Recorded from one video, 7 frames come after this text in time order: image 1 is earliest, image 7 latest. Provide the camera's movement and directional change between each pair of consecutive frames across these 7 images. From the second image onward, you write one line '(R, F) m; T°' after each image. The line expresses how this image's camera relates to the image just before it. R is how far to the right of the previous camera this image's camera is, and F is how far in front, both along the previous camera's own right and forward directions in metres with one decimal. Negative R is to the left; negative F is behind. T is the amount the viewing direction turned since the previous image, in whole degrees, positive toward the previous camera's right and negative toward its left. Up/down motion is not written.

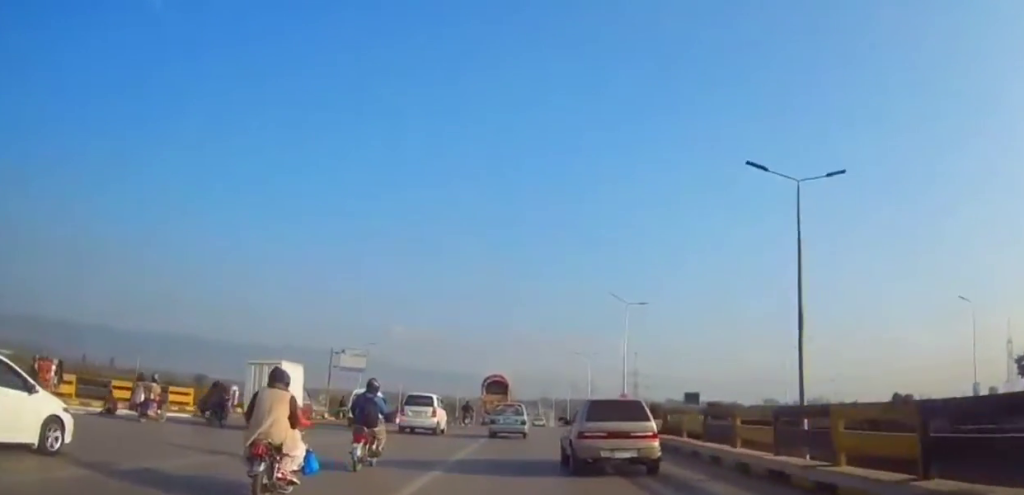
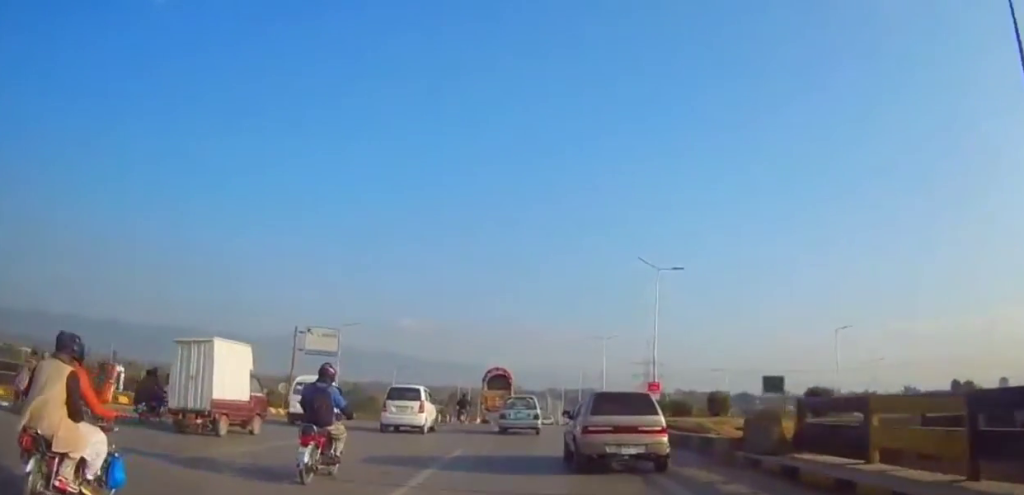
(-0.4, +13.4) m; 0°
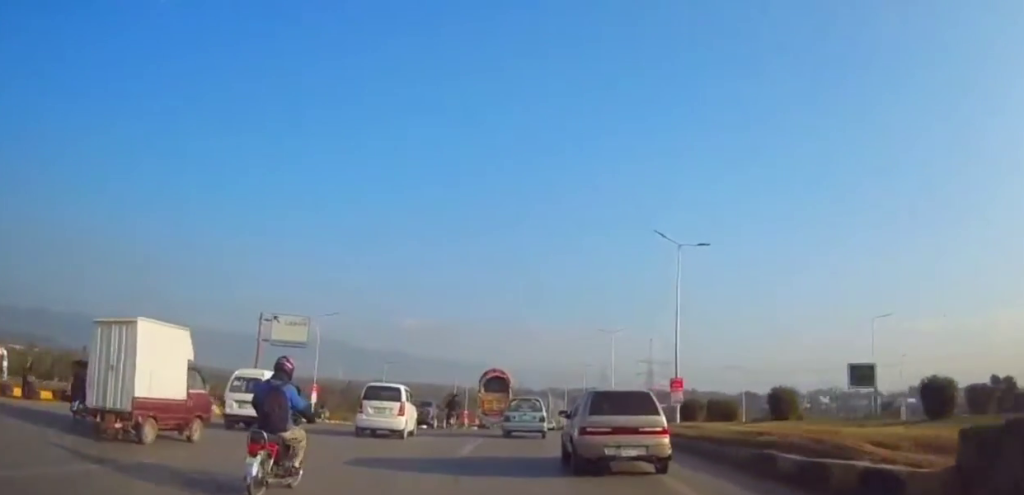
(+0.1, +8.2) m; +2°
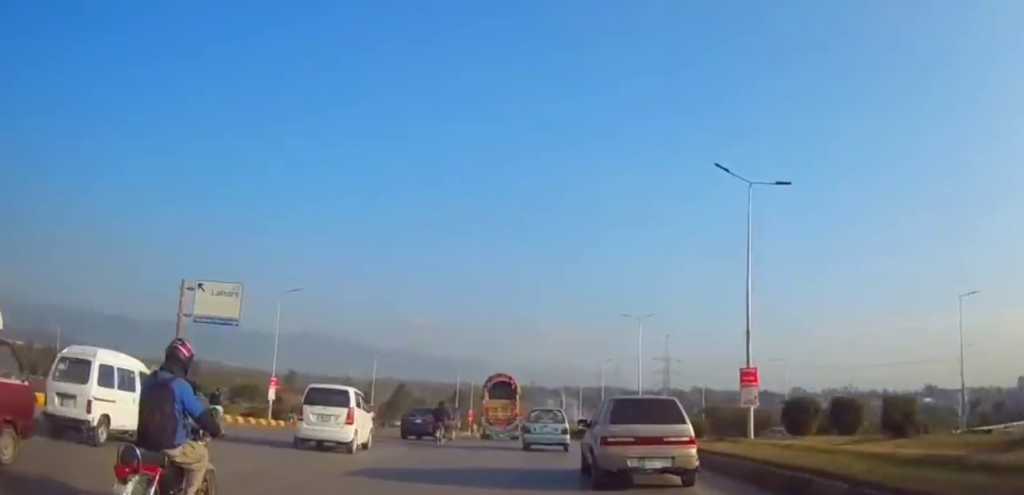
(+0.3, +13.9) m; -1°
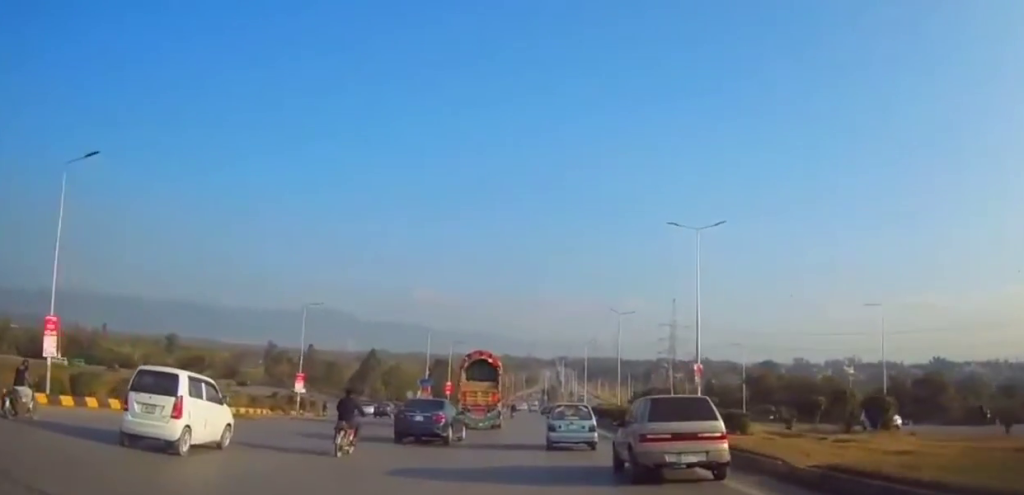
(-1.5, +28.7) m; -2°
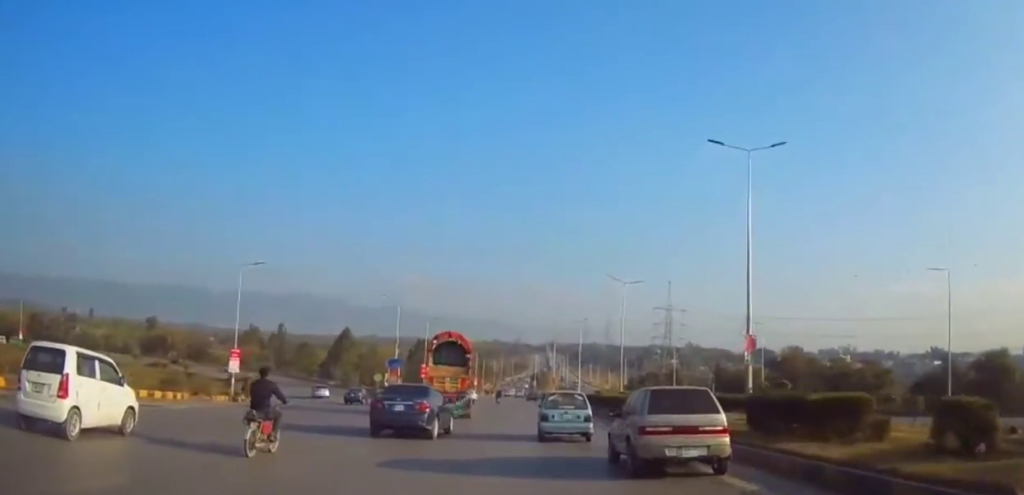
(+0.4, +13.3) m; +2°
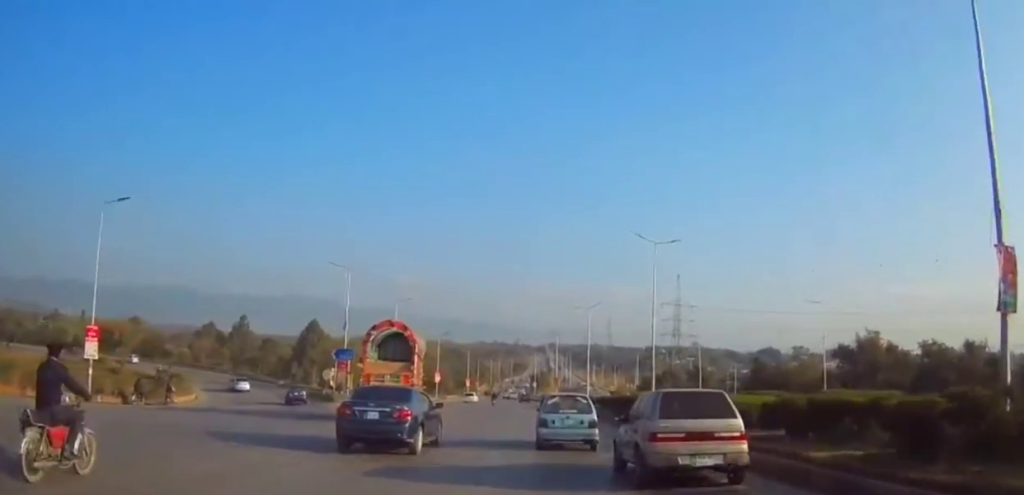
(-0.2, +19.8) m; -1°
